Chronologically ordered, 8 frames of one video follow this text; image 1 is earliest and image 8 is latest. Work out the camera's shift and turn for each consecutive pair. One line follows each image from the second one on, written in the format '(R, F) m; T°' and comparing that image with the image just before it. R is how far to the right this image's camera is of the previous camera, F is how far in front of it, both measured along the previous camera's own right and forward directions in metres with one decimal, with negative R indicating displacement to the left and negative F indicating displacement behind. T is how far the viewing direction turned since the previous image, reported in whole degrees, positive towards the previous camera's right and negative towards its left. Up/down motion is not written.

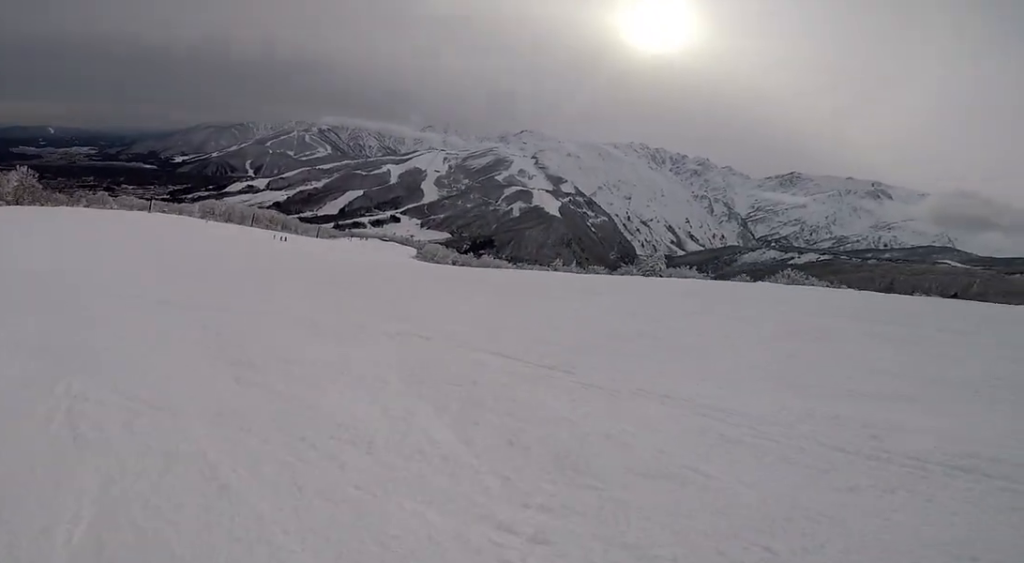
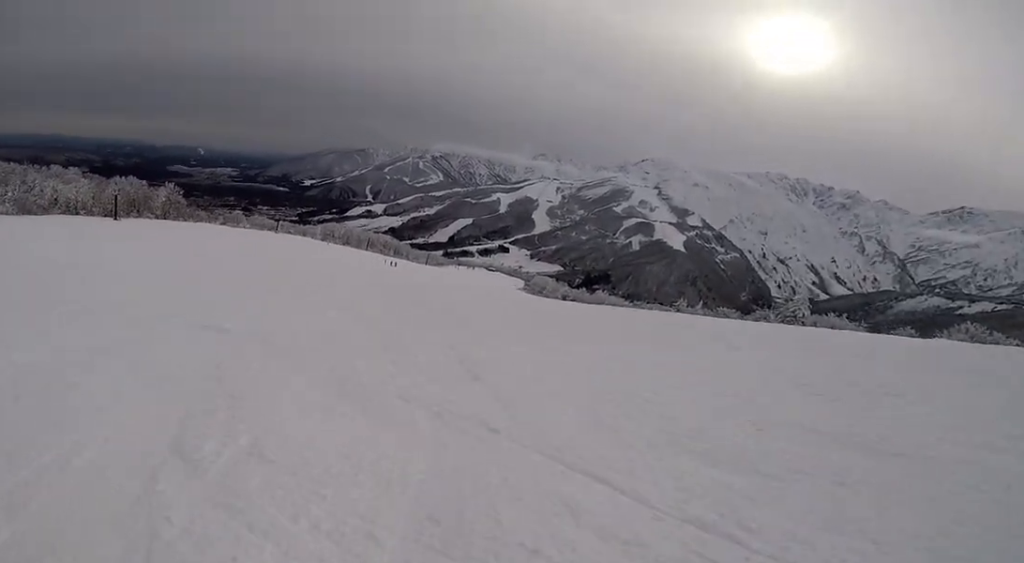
(-0.8, +2.8) m; -13°
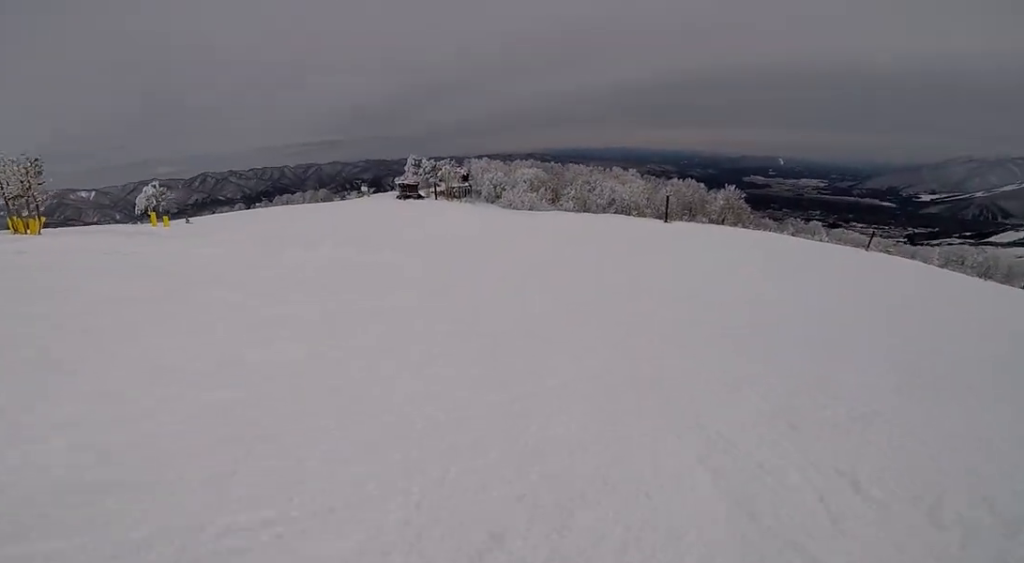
(-9.1, +11.4) m; -67°
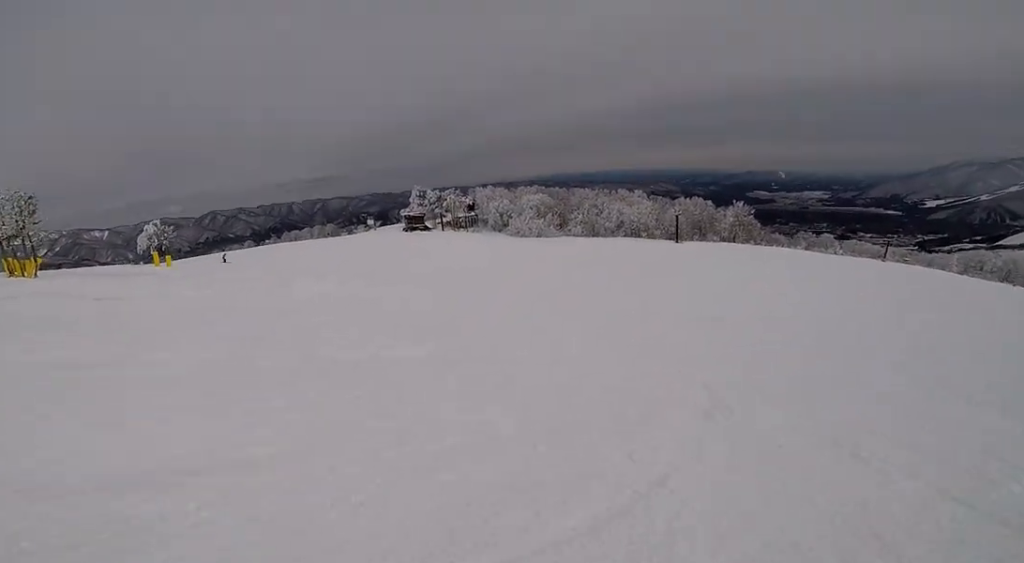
(-0.6, +2.2) m; -1°
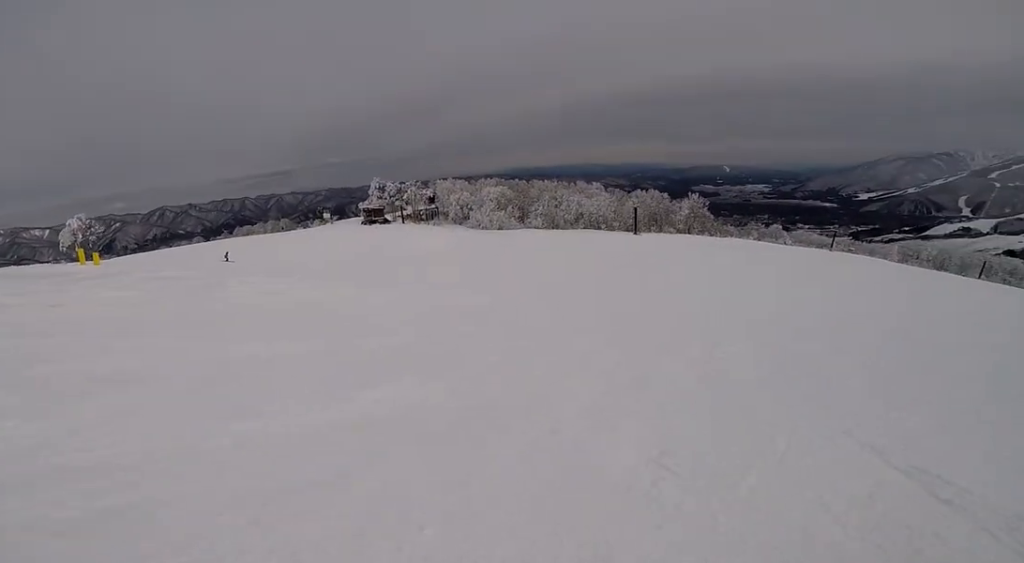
(+0.7, +3.9) m; +17°
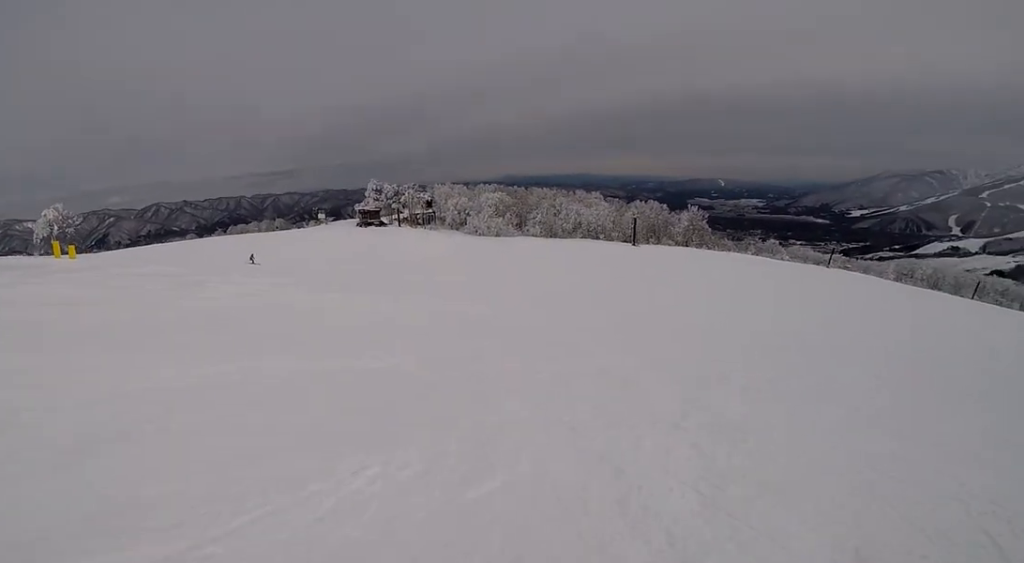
(-0.1, +2.4) m; +12°
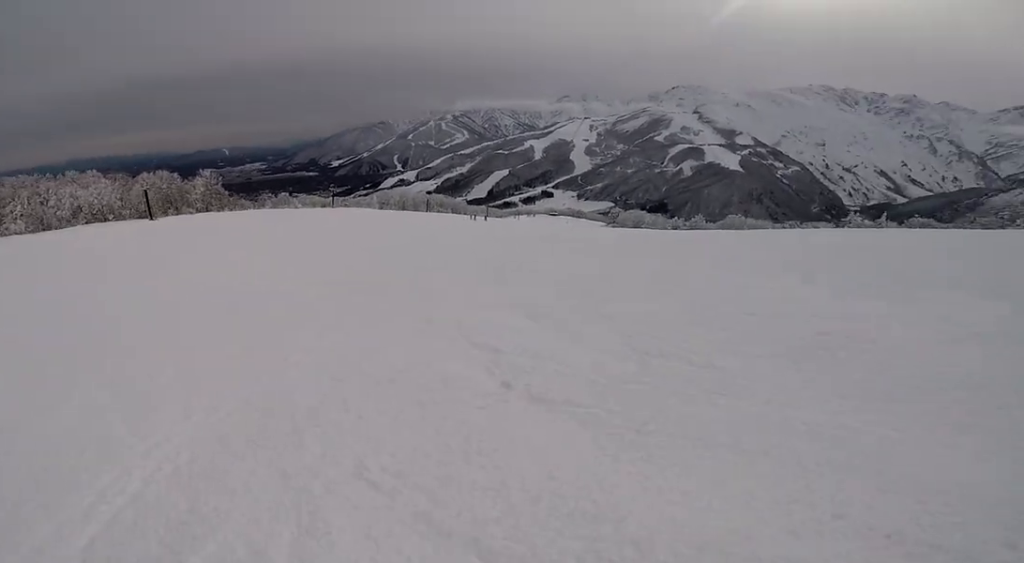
(+3.1, +9.0) m; +27°
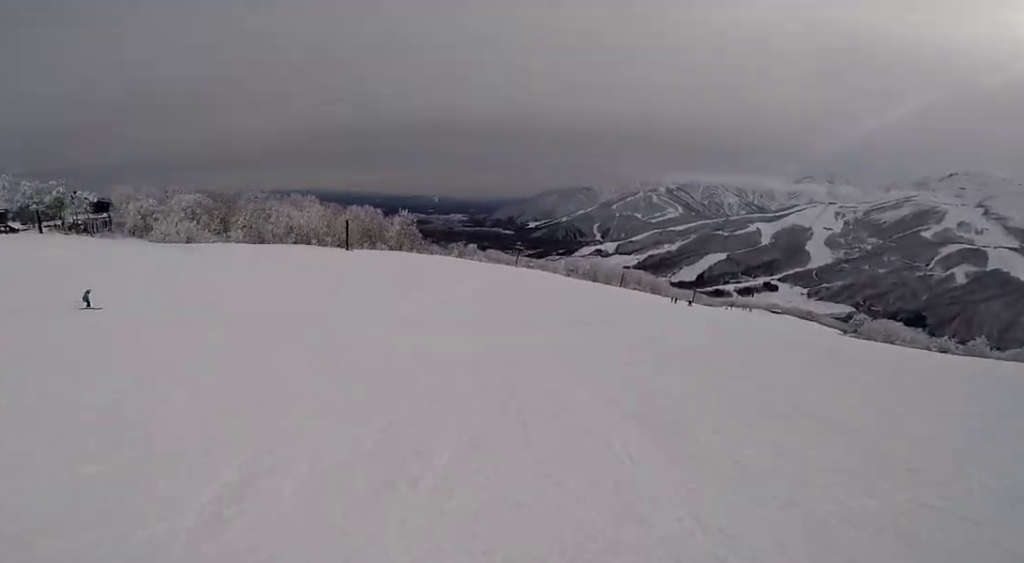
(+0.9, +8.2) m; -7°
